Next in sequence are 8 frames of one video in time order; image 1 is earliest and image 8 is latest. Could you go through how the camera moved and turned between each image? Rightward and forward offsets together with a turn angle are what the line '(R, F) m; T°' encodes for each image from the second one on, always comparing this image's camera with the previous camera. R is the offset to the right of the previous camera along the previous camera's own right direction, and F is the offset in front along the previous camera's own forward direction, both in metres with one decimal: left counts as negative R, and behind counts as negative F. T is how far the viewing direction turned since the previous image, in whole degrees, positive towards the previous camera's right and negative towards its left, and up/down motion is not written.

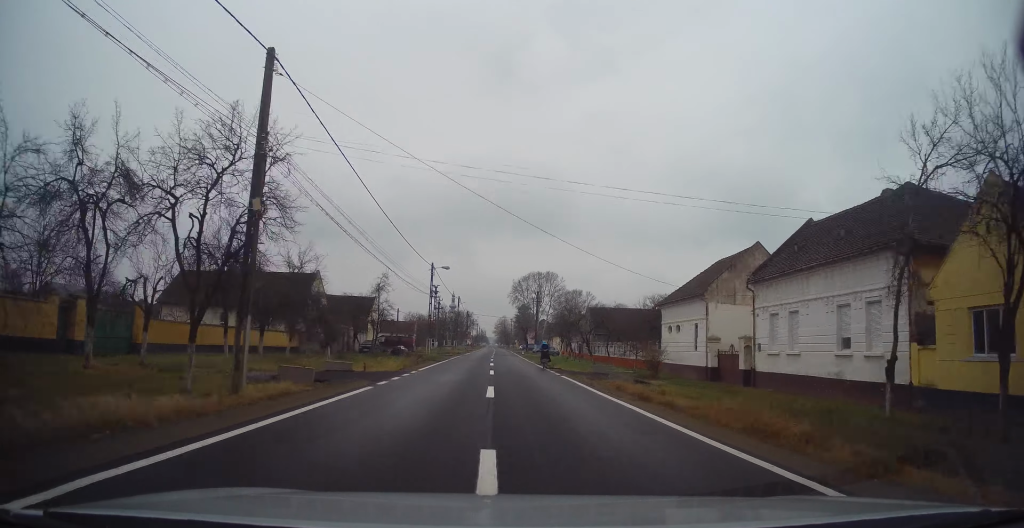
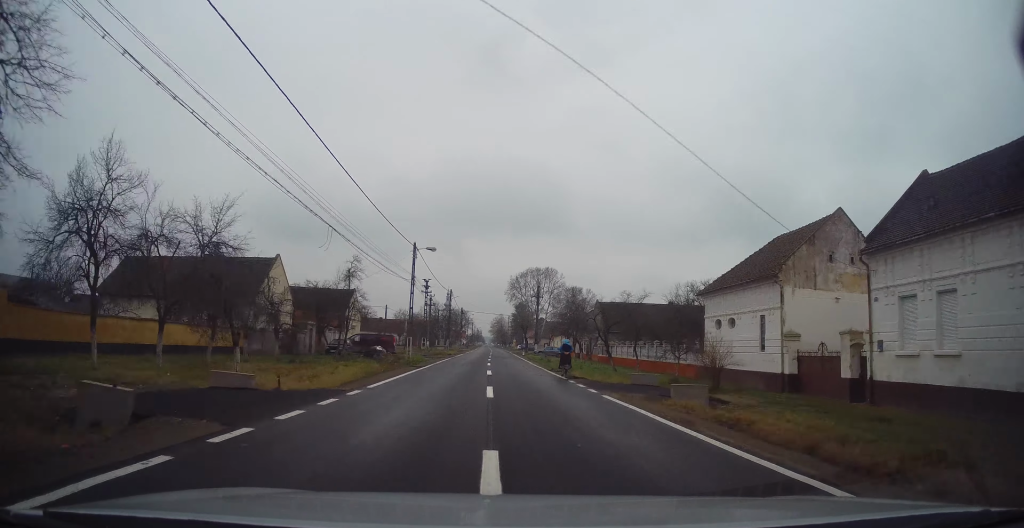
(+0.2, +9.4) m; +1°
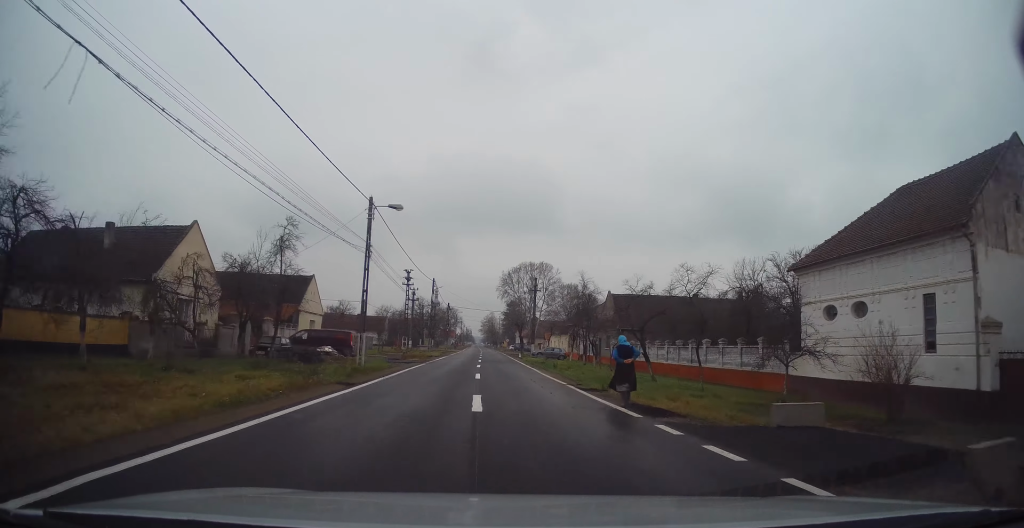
(+0.1, +11.4) m; +1°
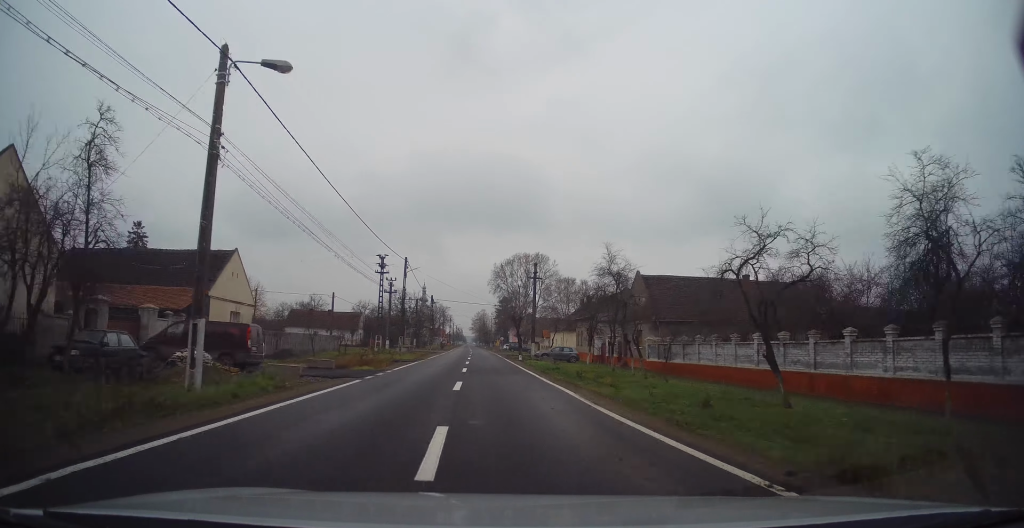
(0.0, +14.5) m; 0°
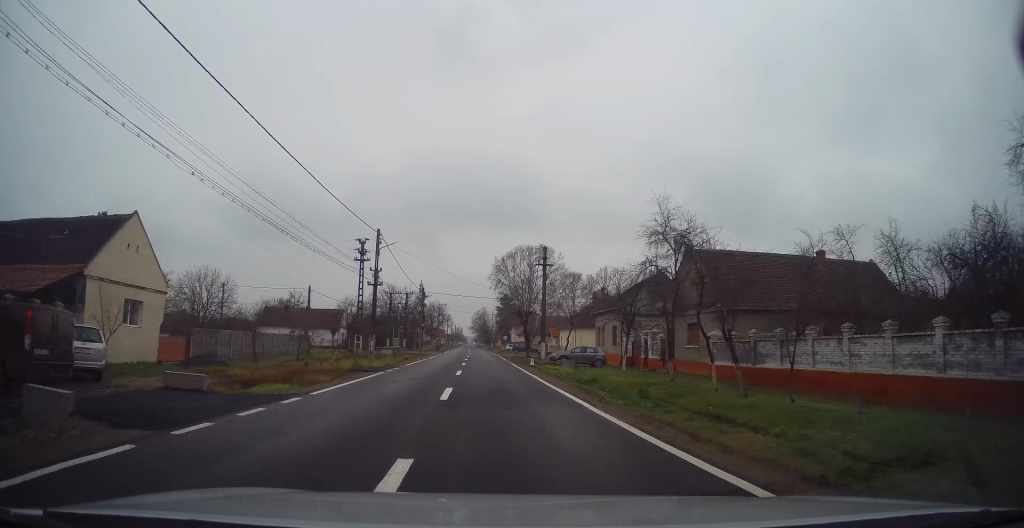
(0.0, +11.1) m; 0°
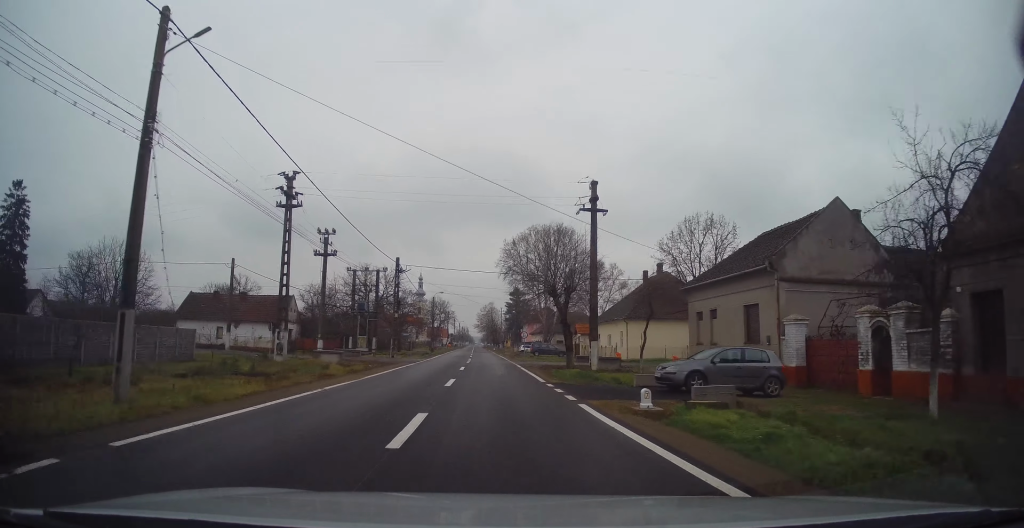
(0.0, +23.5) m; 0°
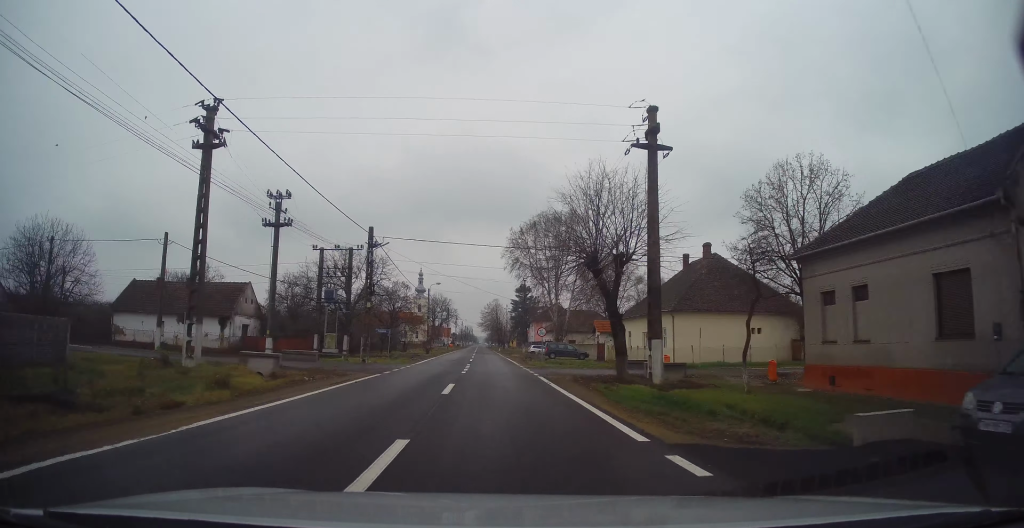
(0.0, +11.7) m; -1°
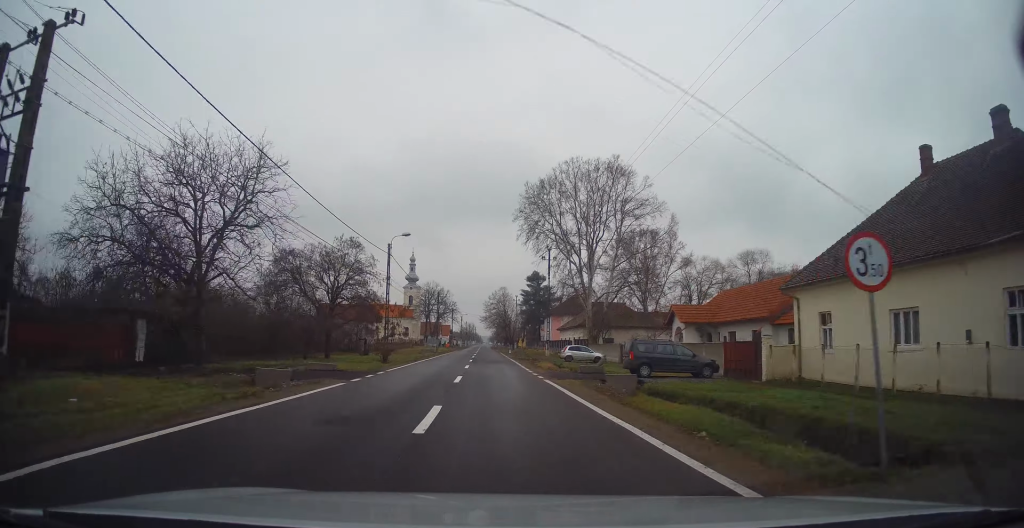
(-0.4, +30.3) m; -1°
